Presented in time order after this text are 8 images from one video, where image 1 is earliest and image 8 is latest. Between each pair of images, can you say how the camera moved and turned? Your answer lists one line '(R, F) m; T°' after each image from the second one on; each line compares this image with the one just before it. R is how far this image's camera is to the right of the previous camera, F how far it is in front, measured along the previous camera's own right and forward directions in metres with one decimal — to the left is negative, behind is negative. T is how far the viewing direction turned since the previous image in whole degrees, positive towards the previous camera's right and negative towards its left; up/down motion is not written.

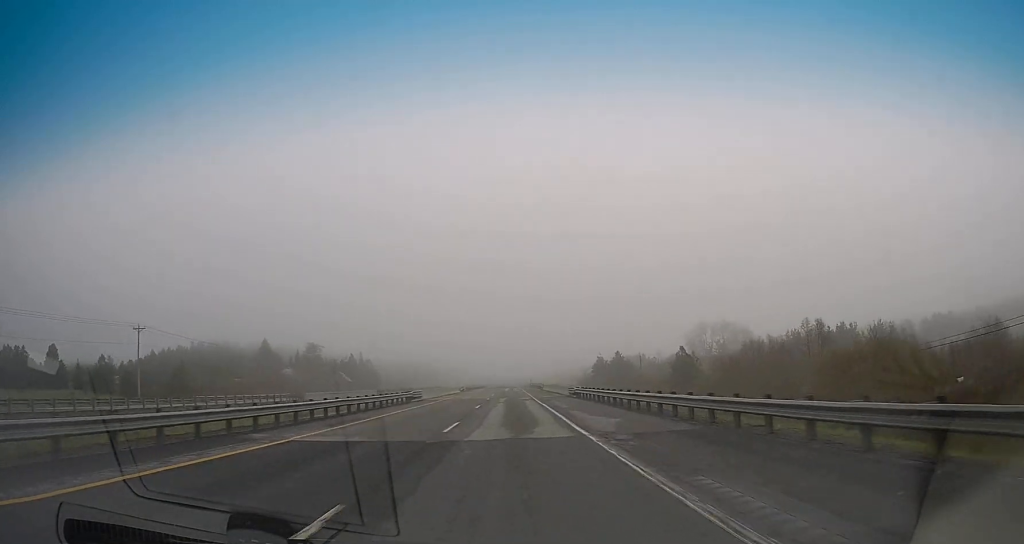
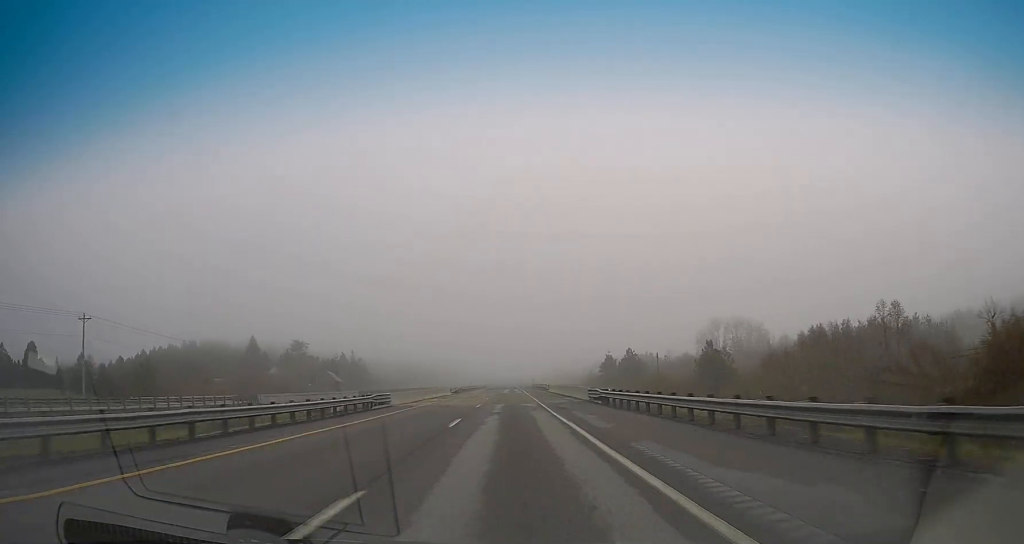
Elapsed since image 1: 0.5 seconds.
(+0.1, +13.7) m; 0°
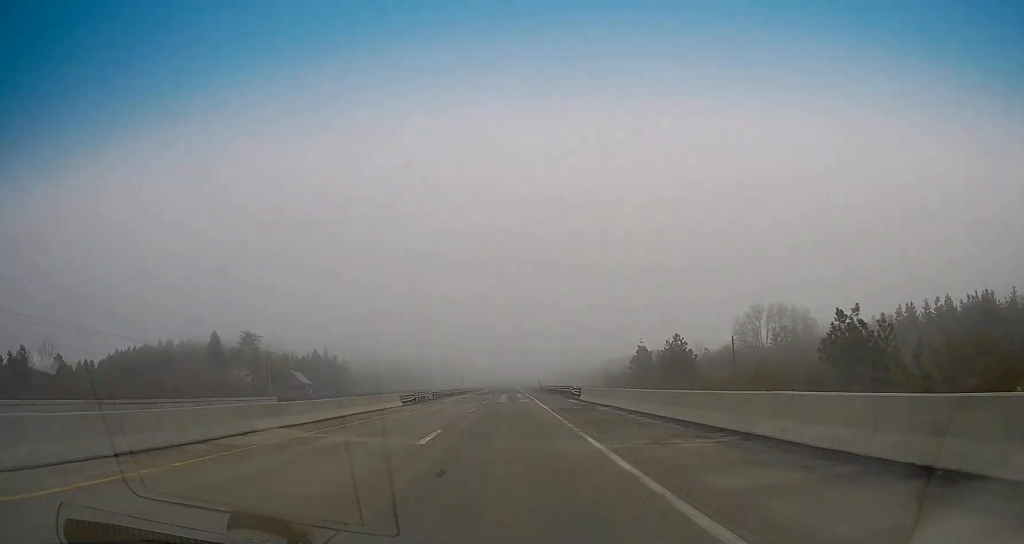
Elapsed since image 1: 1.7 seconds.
(+0.4, +36.1) m; 0°
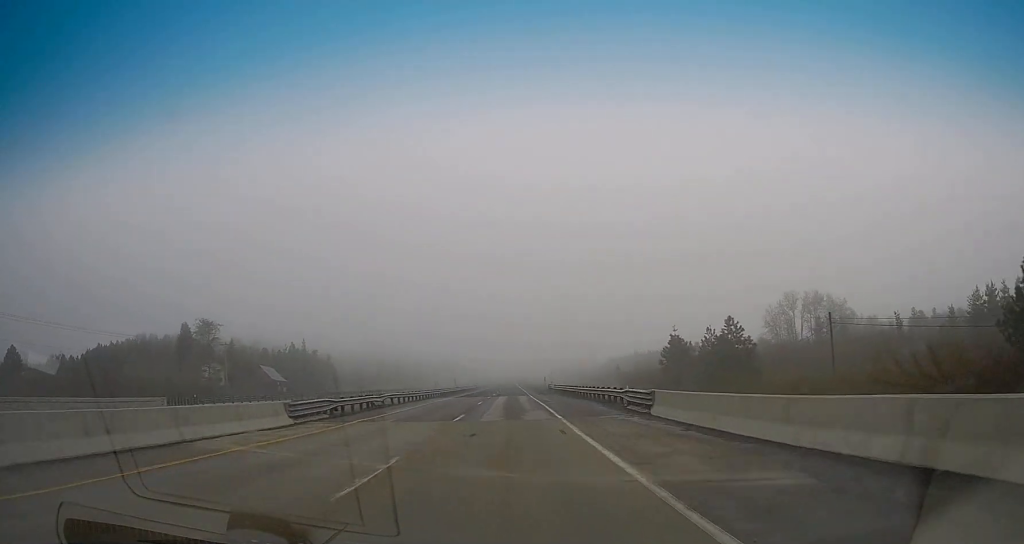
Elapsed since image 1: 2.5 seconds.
(0.0, +22.4) m; -1°
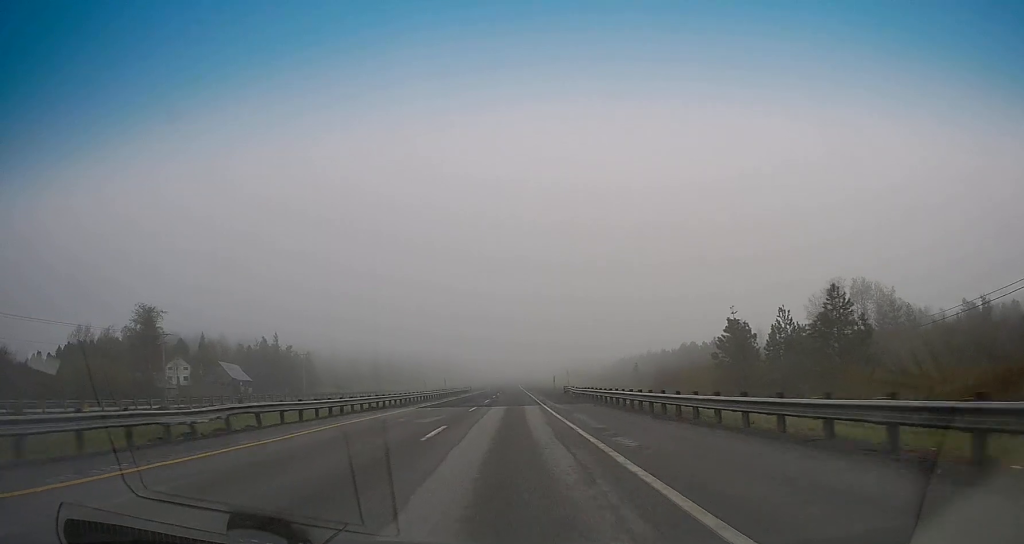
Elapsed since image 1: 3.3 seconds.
(-0.5, +23.3) m; 0°
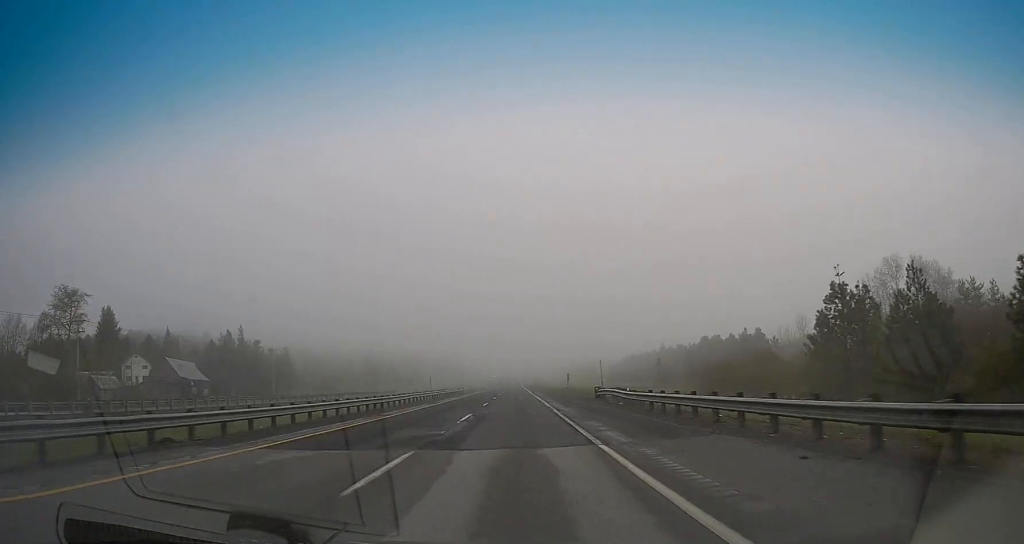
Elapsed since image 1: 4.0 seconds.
(+0.7, +22.3) m; 0°
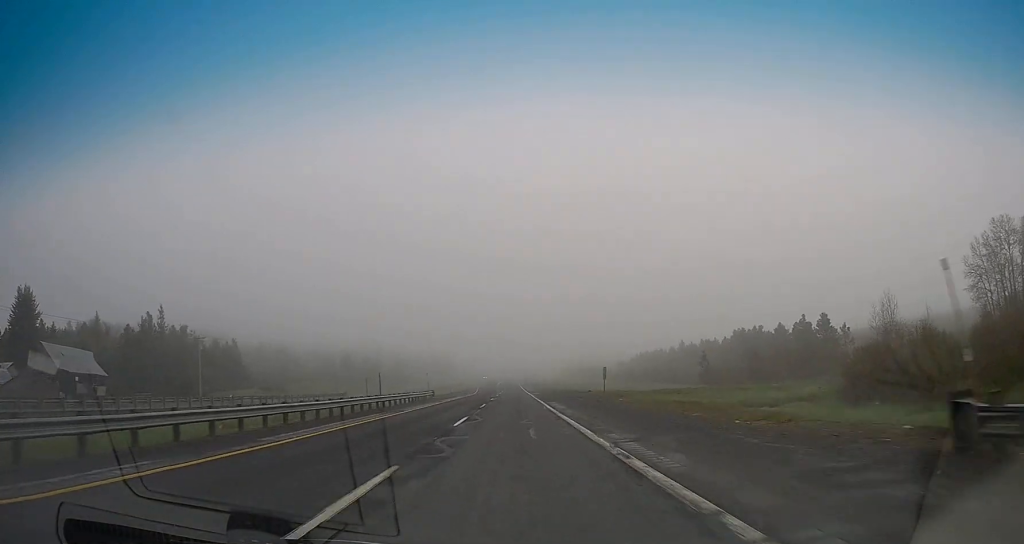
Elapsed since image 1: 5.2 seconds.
(-0.7, +33.0) m; -1°
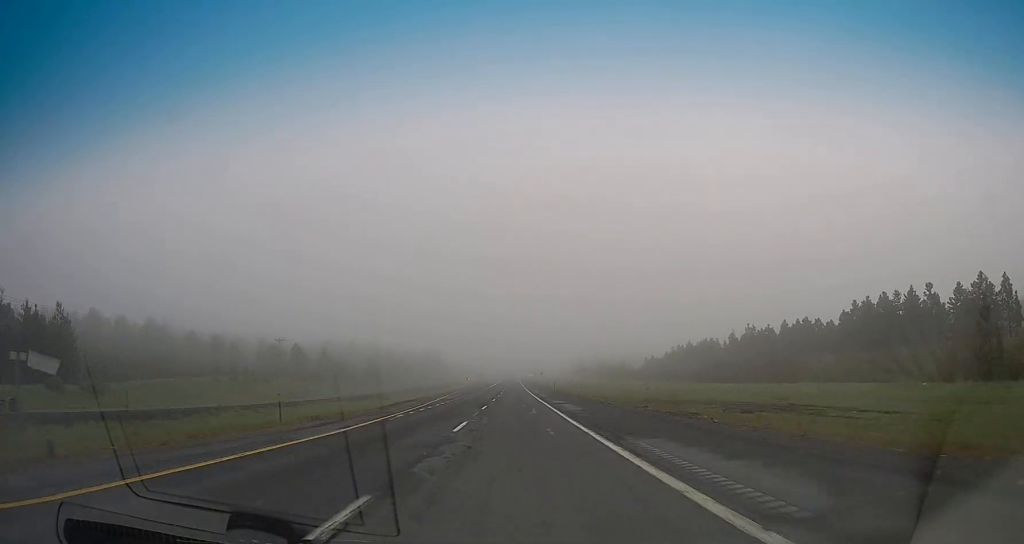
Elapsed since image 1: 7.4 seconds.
(+1.1, +64.1) m; +1°
